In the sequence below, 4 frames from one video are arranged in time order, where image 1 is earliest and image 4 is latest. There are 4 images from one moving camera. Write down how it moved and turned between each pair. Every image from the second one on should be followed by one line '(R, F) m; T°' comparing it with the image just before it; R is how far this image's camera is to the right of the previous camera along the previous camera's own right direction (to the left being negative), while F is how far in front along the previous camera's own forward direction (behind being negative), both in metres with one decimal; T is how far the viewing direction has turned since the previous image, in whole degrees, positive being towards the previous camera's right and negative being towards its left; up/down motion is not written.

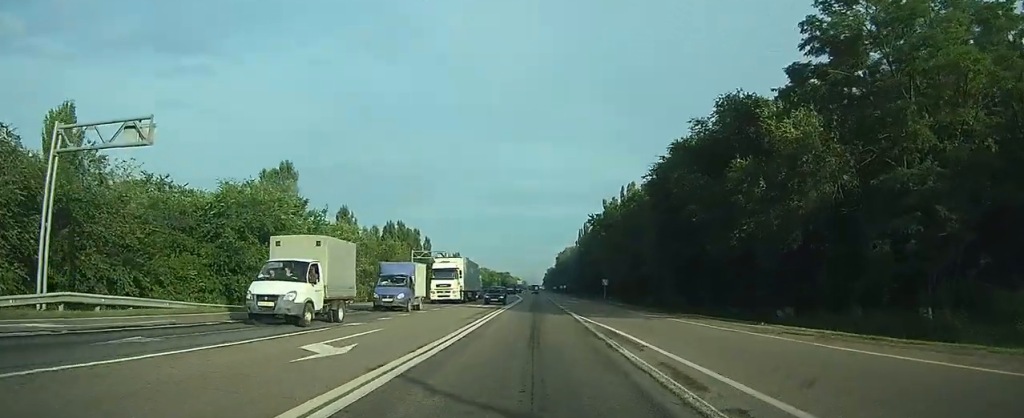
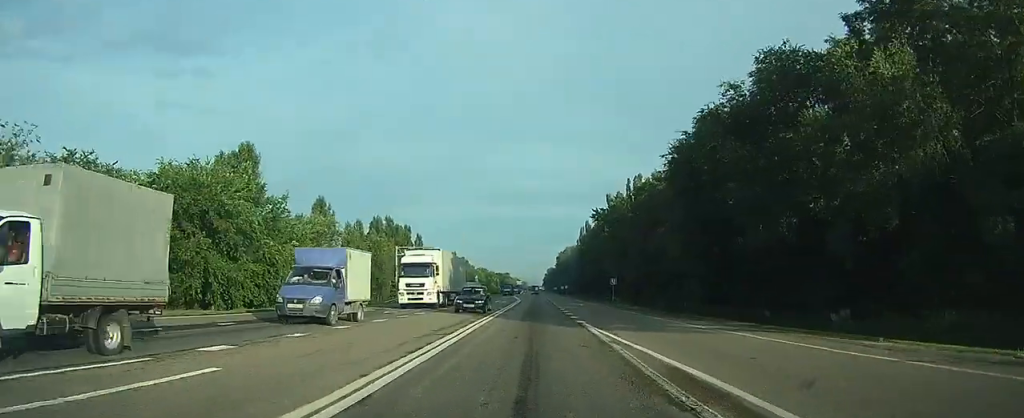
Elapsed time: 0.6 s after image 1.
(0.0, +7.9) m; 0°
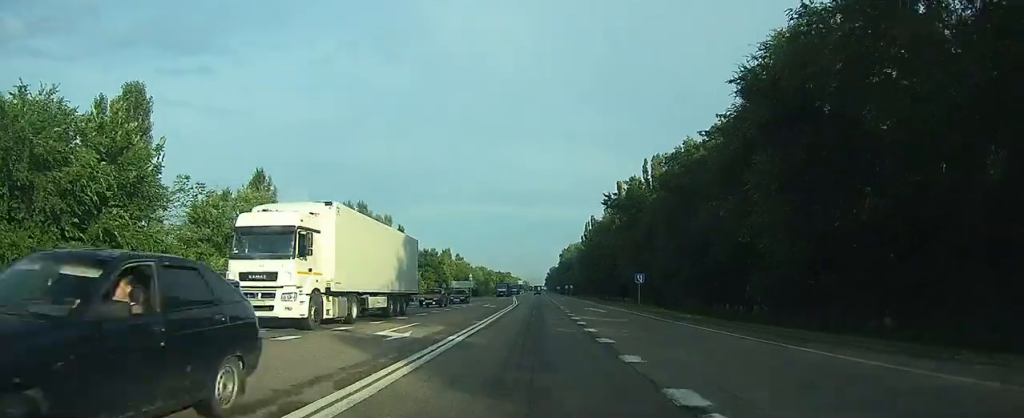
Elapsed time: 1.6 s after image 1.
(0.0, +15.2) m; 0°
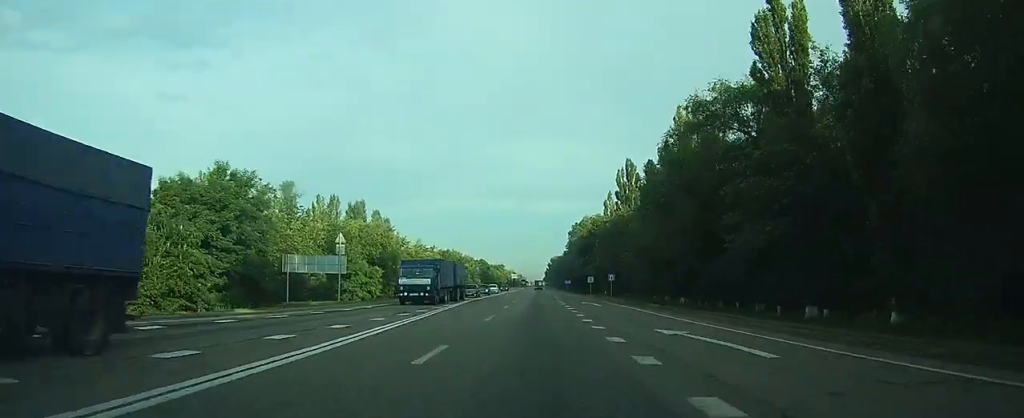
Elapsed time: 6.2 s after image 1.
(-0.1, +81.3) m; 0°
